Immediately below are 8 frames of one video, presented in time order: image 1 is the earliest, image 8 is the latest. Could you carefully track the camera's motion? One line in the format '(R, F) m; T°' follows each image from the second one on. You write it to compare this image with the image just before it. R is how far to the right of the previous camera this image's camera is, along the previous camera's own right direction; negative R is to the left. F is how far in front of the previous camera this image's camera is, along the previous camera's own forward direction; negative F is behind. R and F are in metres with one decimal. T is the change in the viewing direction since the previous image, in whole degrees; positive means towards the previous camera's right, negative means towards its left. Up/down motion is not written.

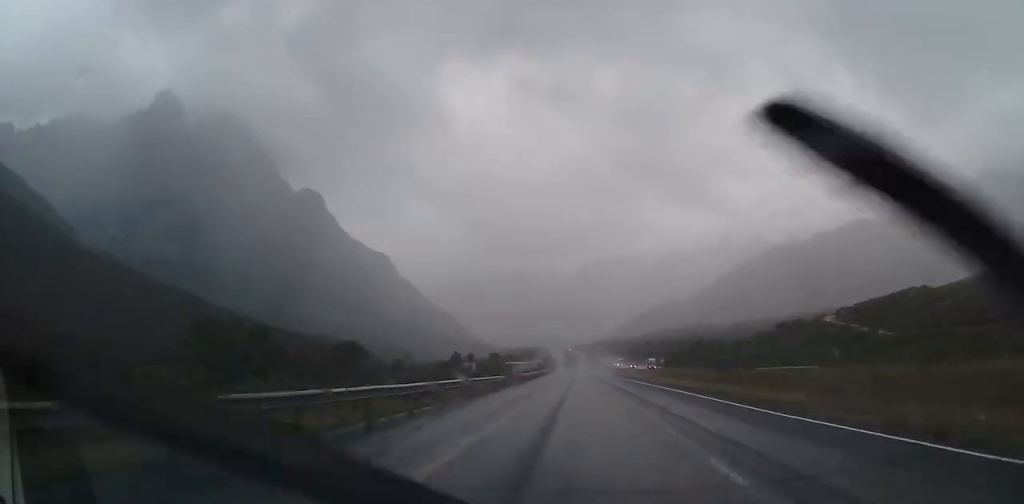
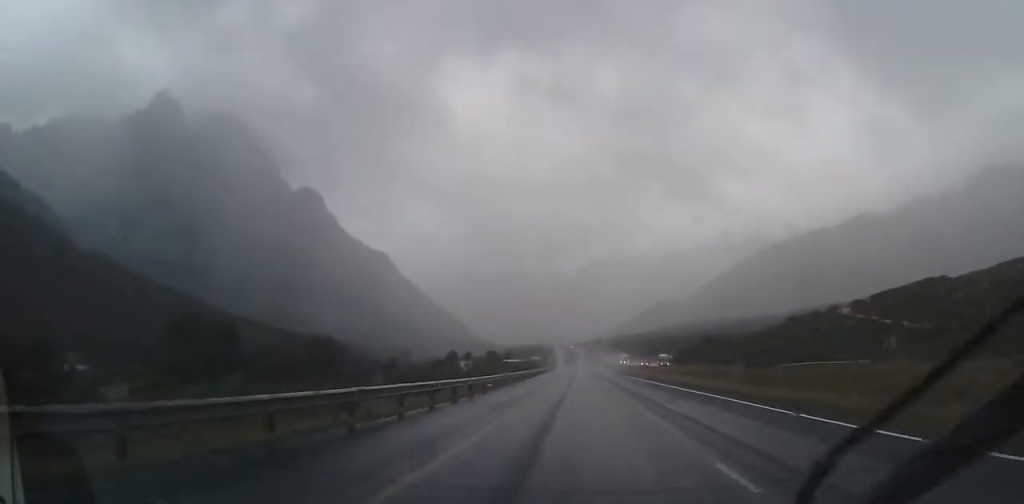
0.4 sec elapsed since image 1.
(+0.1, +12.4) m; 0°
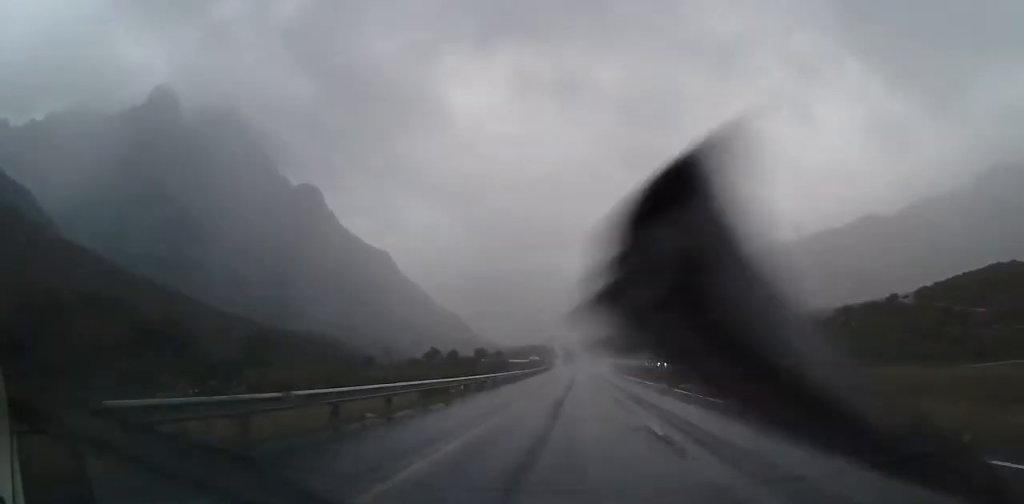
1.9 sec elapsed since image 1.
(-0.5, +42.1) m; -1°
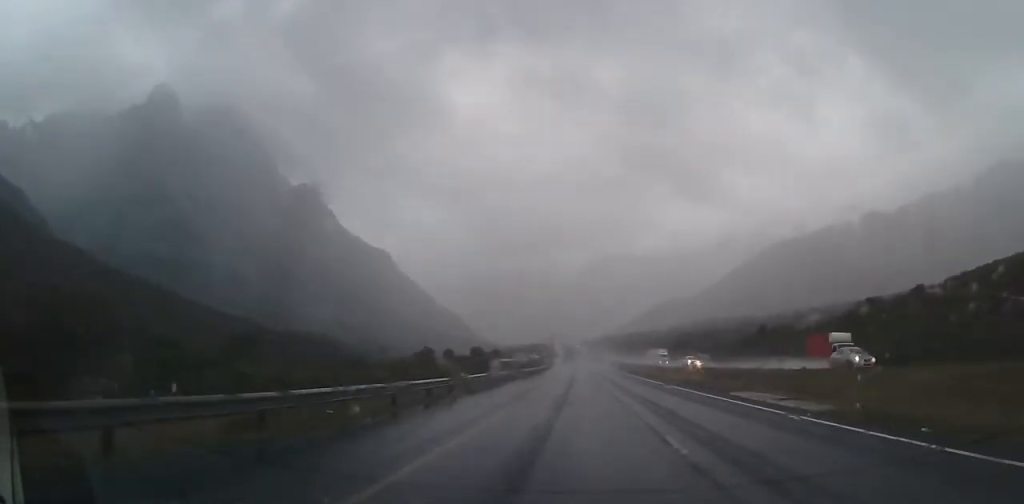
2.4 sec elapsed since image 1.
(0.0, +14.4) m; 0°
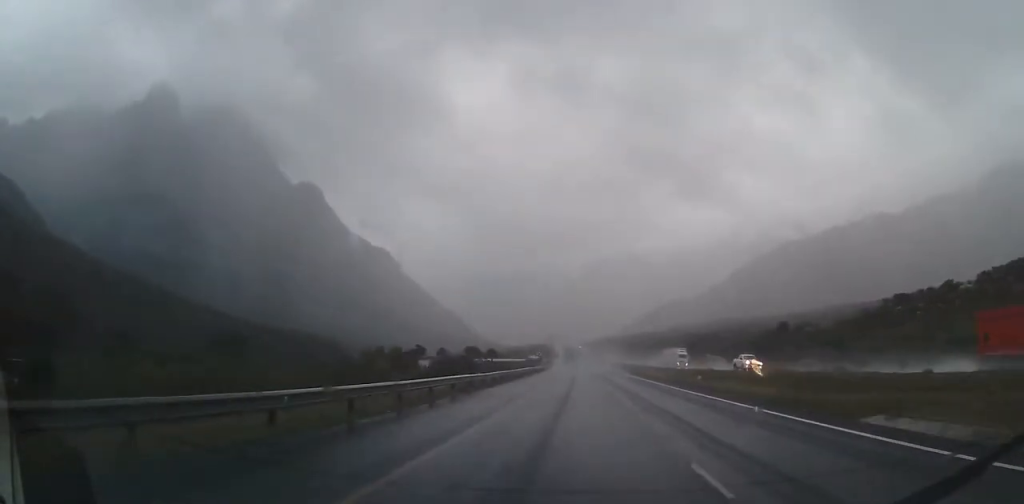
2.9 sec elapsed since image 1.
(0.0, +14.7) m; 0°
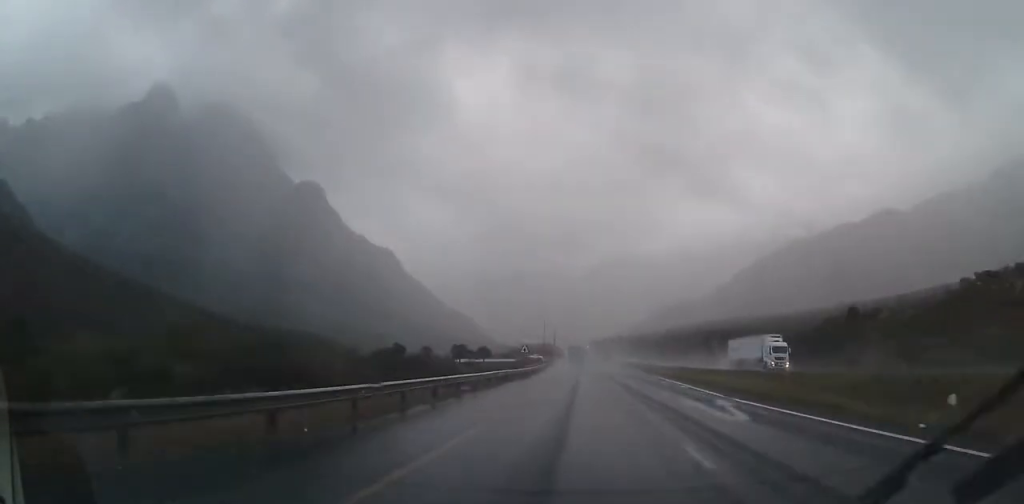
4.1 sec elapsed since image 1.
(-0.3, +34.4) m; -1°
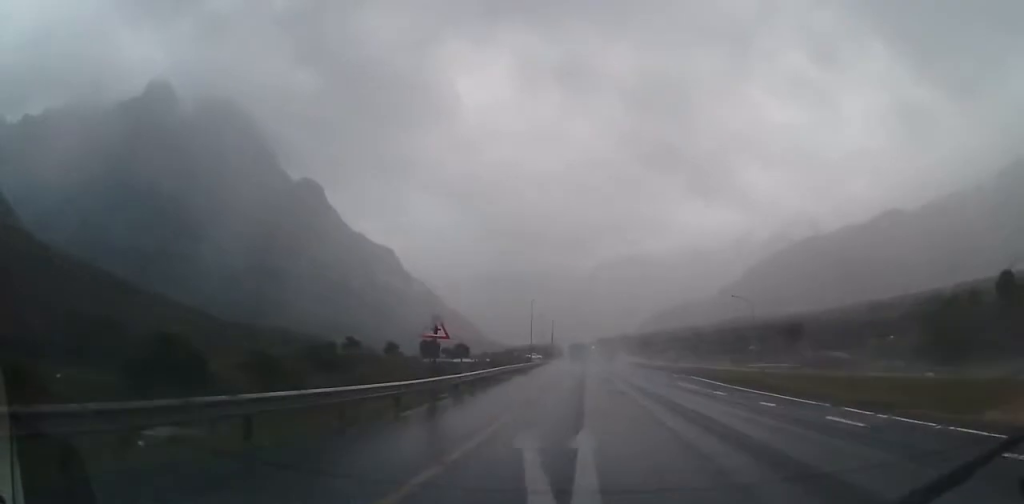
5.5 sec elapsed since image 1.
(-0.3, +43.2) m; 0°
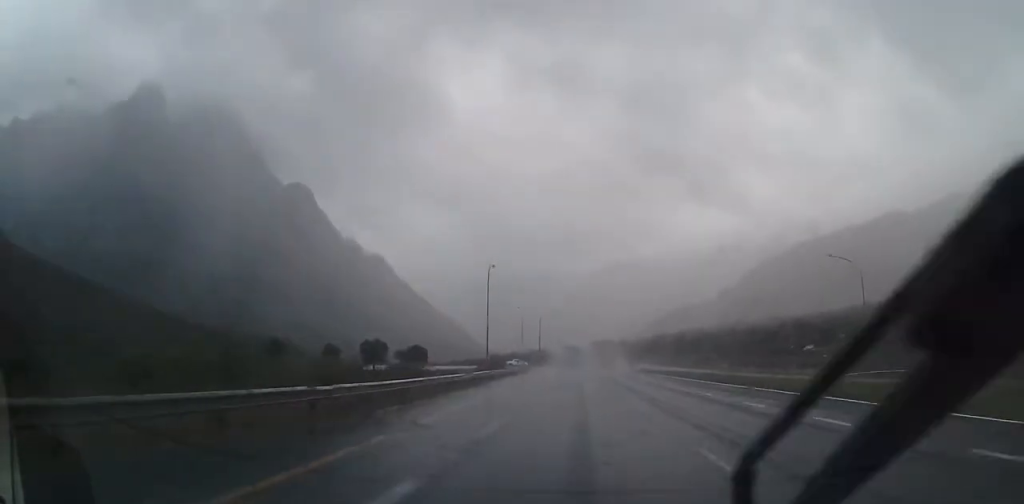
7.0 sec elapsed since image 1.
(+0.1, +42.0) m; 0°
